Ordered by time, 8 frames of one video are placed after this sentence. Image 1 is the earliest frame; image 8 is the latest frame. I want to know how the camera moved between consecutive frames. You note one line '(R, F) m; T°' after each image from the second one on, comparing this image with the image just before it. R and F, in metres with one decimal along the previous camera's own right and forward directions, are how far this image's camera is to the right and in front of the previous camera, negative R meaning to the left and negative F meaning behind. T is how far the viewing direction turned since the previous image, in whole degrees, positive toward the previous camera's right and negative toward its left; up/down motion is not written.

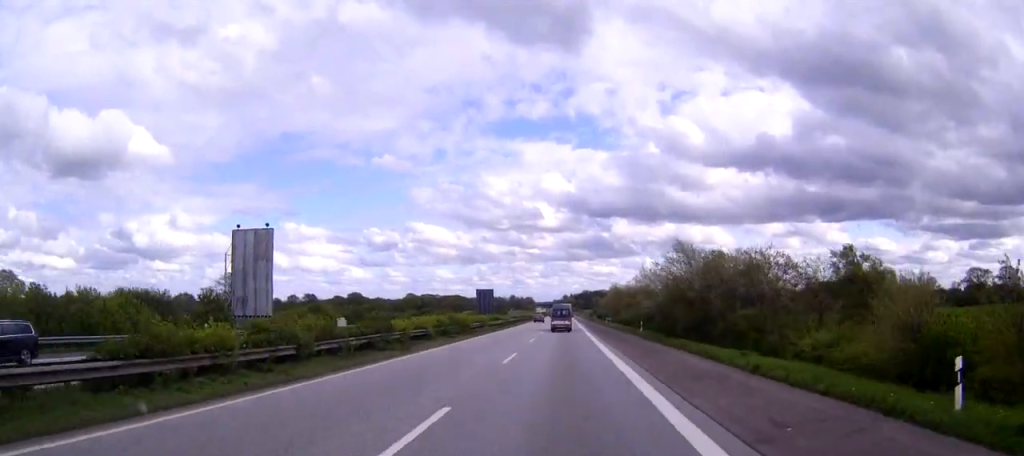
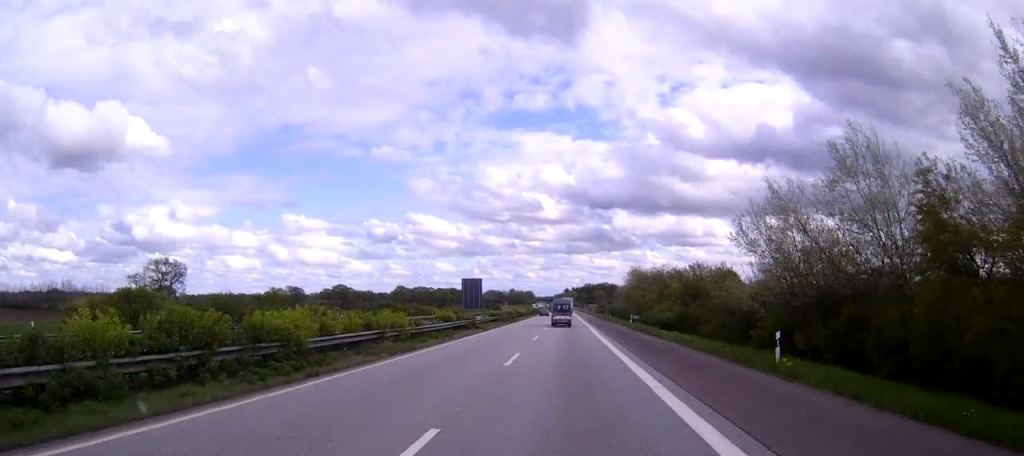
(-0.1, +38.3) m; 0°
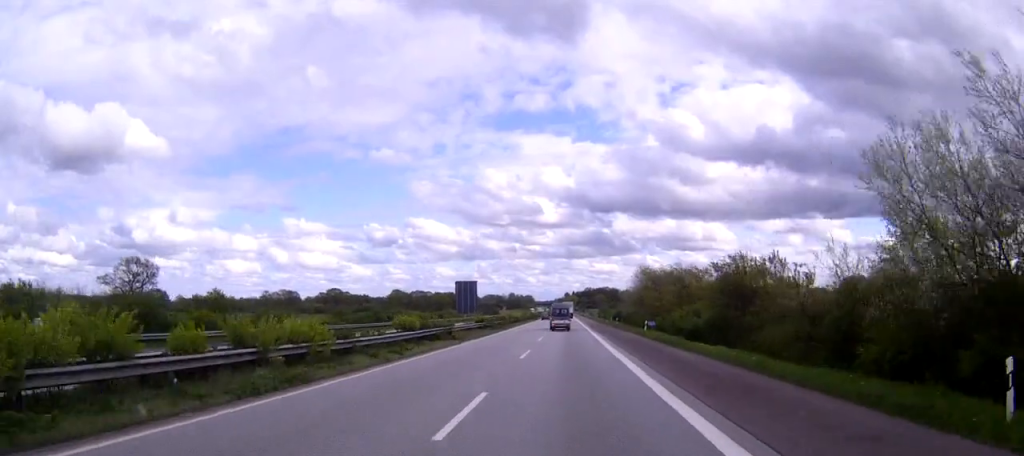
(0.0, +12.7) m; 0°
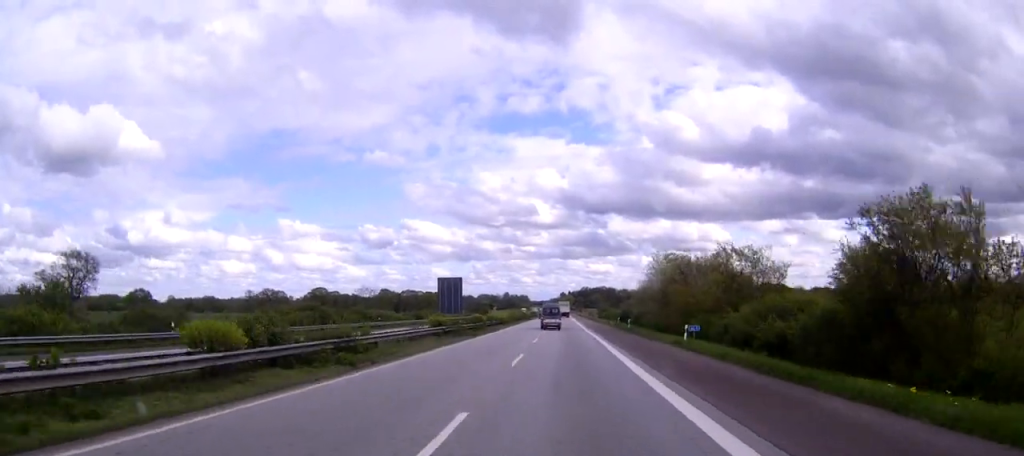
(0.0, +21.4) m; 0°
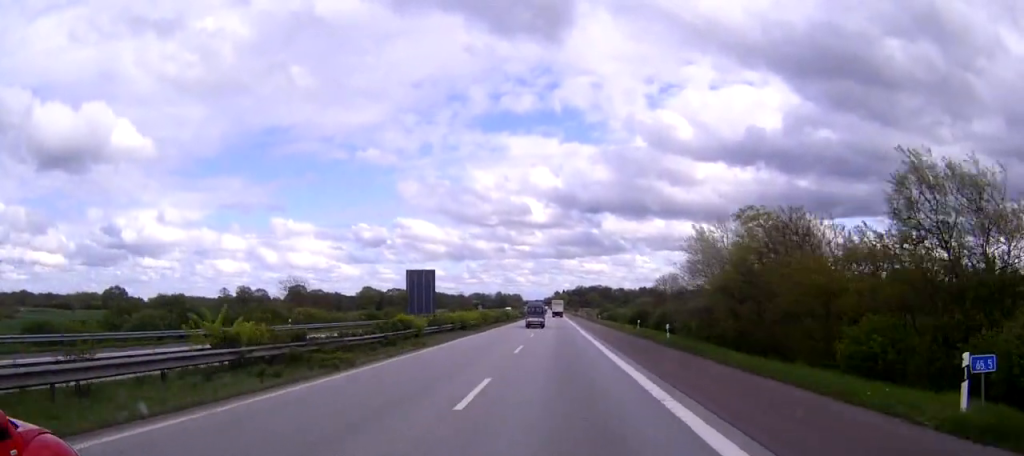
(+0.1, +29.3) m; 0°
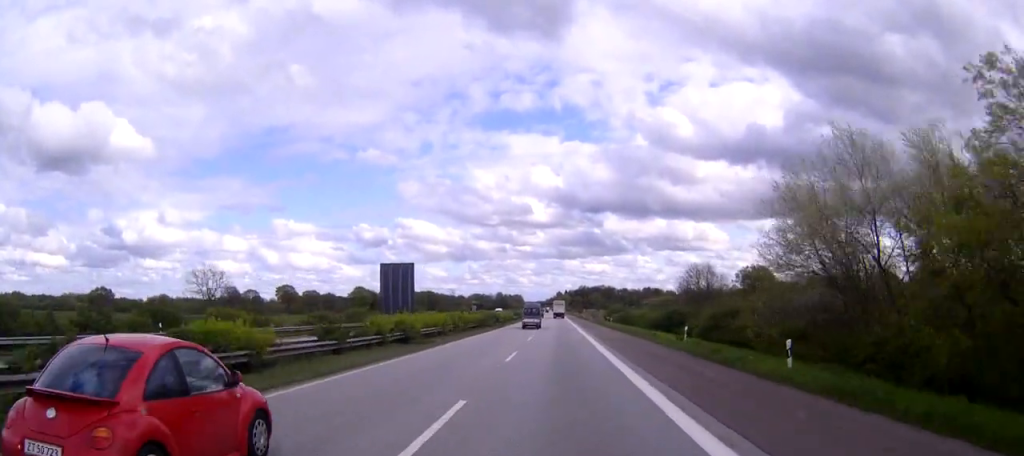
(0.0, +22.4) m; 0°
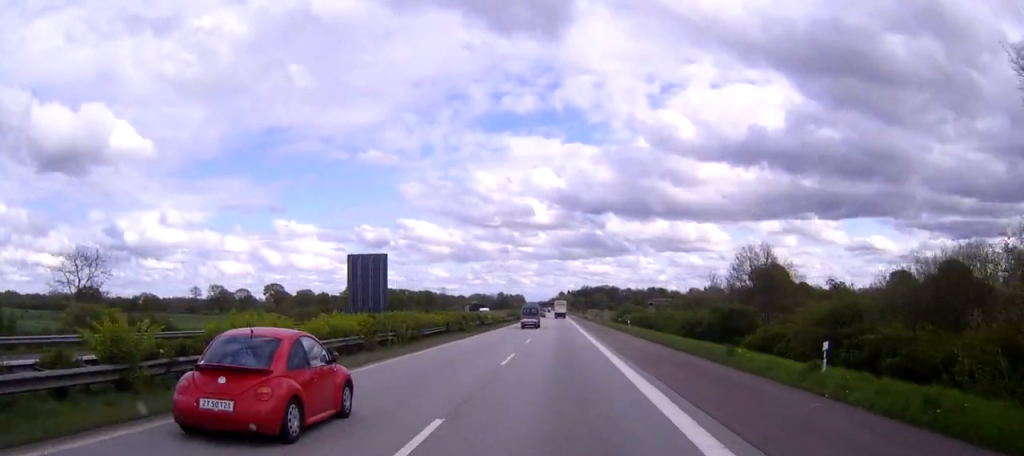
(0.0, +20.5) m; 0°
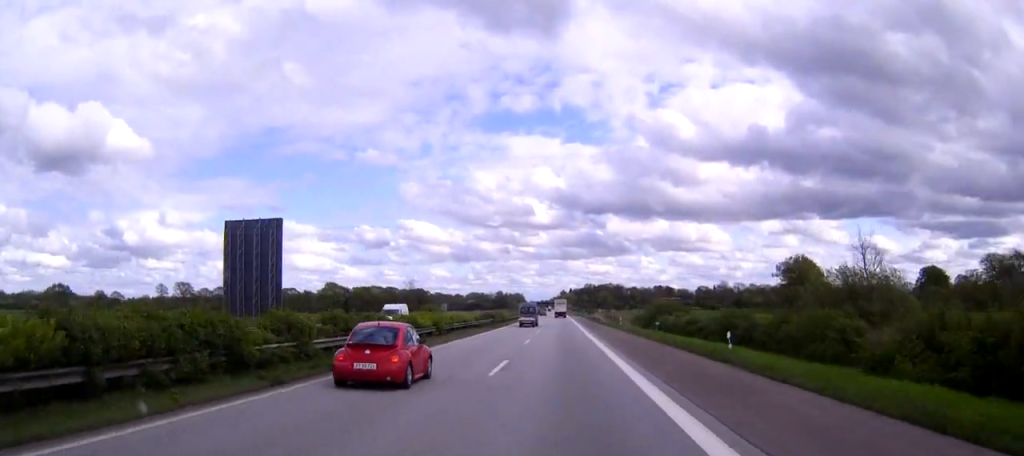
(-0.1, +39.9) m; 0°
